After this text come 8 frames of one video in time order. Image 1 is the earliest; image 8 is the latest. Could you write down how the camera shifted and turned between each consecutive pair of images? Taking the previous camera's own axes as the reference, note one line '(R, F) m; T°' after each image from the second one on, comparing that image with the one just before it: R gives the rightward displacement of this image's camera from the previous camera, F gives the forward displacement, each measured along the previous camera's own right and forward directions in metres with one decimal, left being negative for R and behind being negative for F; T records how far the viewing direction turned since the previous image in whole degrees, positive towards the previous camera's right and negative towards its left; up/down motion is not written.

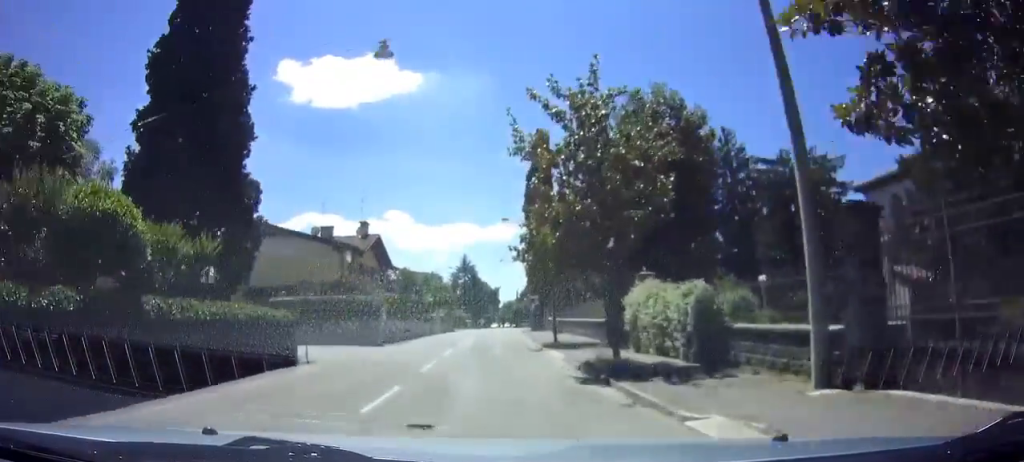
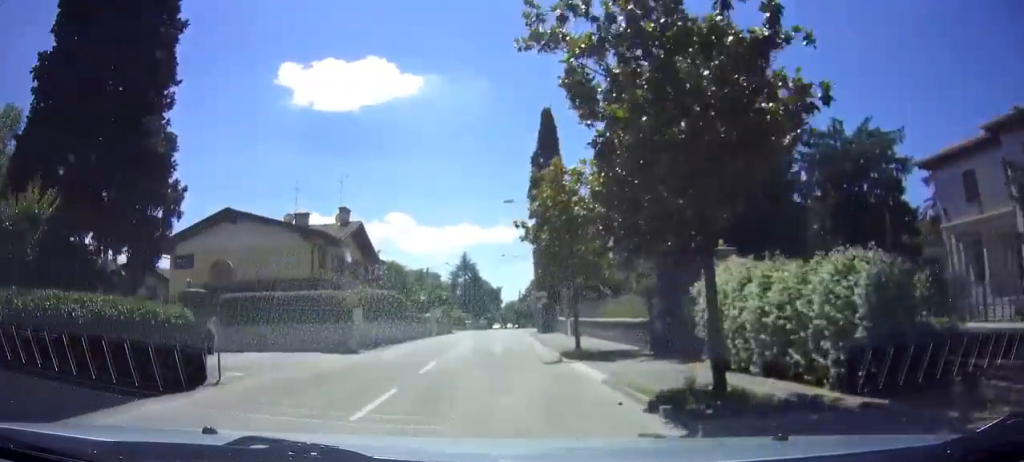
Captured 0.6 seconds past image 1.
(0.0, +6.4) m; 0°
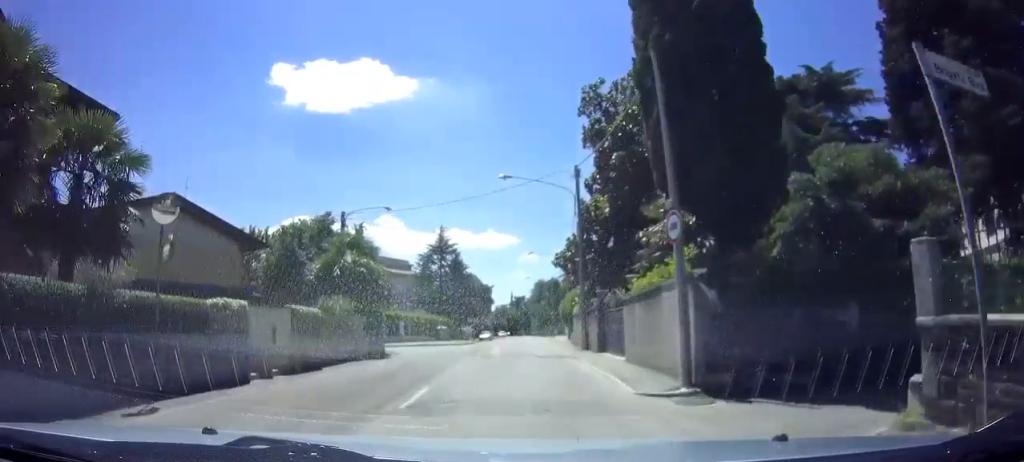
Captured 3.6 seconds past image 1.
(-0.3, +34.4) m; 0°
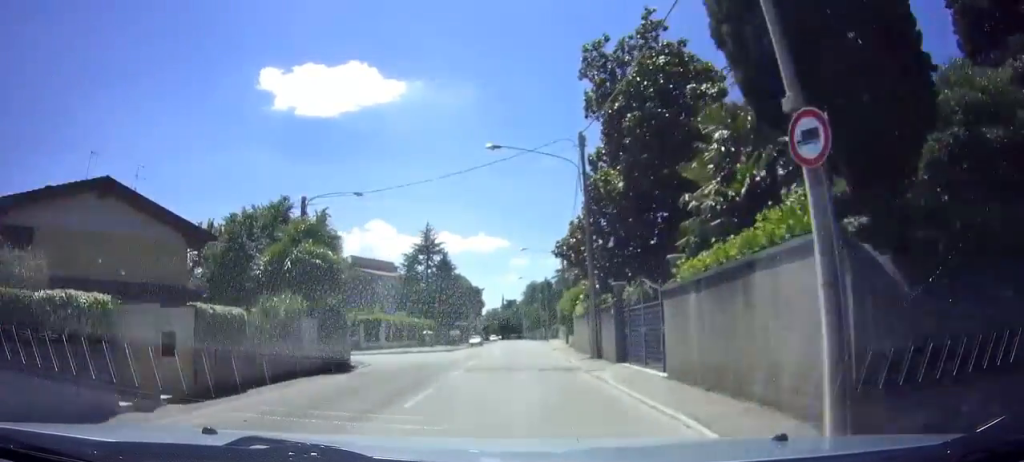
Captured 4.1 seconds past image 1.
(0.0, +4.9) m; 0°
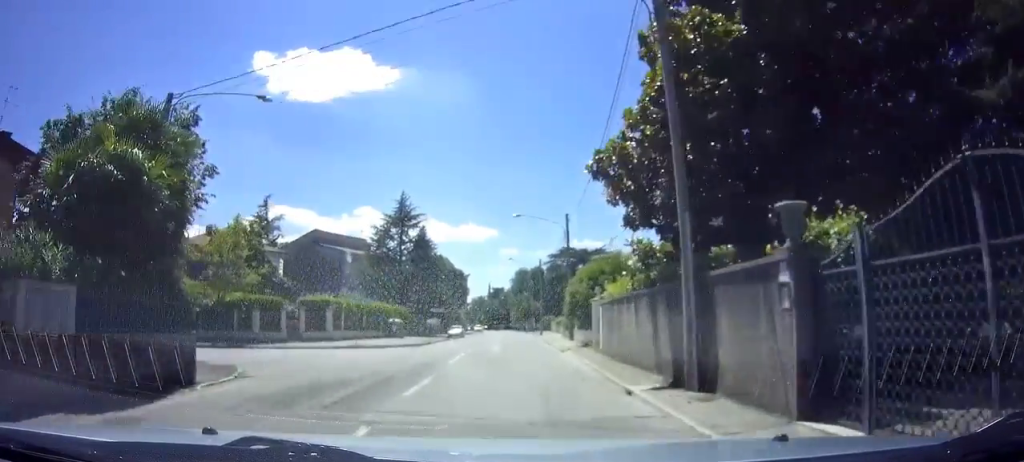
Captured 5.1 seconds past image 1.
(+0.1, +11.6) m; +2°
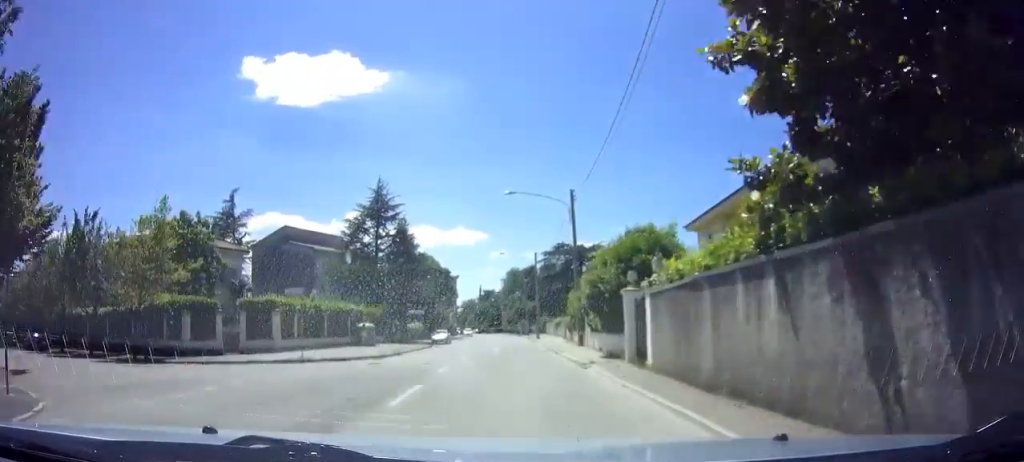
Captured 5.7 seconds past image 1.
(0.0, +7.1) m; +1°
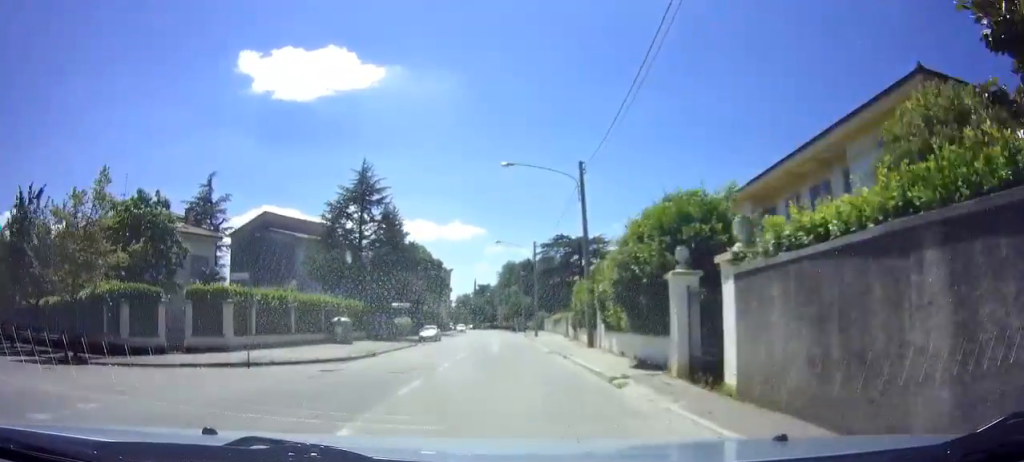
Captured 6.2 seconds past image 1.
(+0.2, +5.2) m; +1°
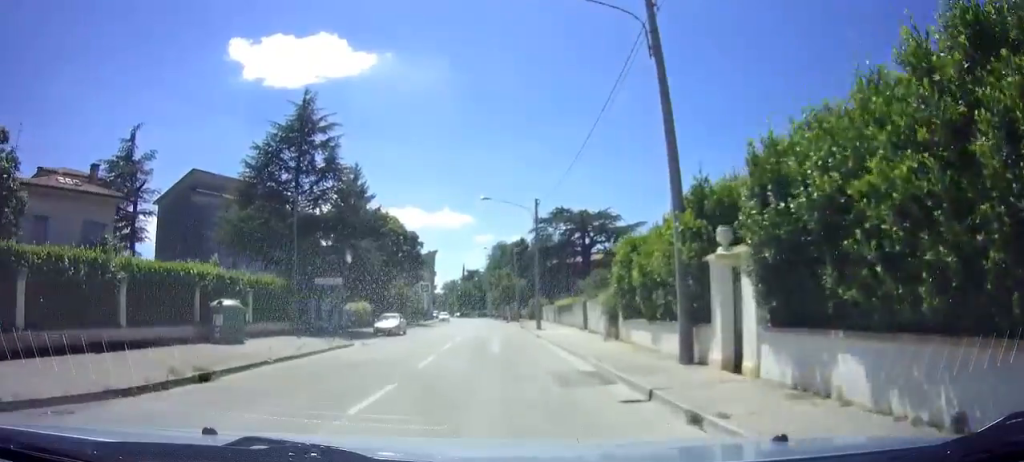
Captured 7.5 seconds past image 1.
(+0.3, +14.0) m; 0°
